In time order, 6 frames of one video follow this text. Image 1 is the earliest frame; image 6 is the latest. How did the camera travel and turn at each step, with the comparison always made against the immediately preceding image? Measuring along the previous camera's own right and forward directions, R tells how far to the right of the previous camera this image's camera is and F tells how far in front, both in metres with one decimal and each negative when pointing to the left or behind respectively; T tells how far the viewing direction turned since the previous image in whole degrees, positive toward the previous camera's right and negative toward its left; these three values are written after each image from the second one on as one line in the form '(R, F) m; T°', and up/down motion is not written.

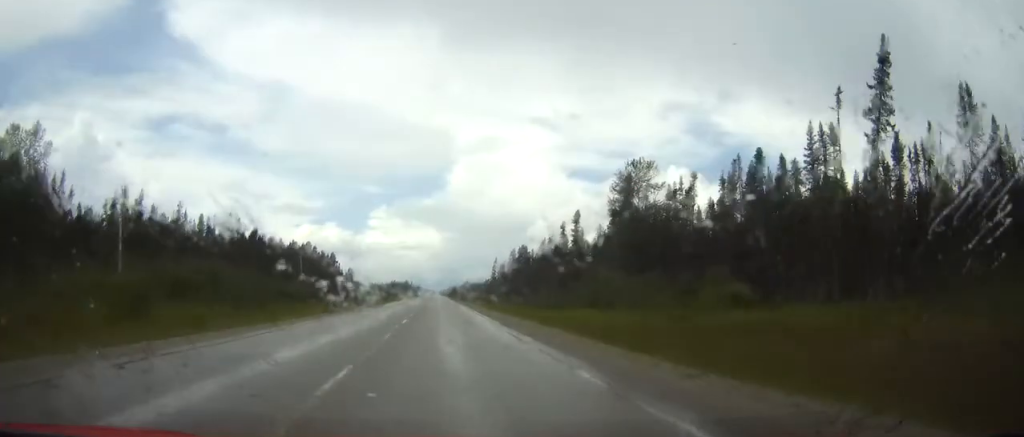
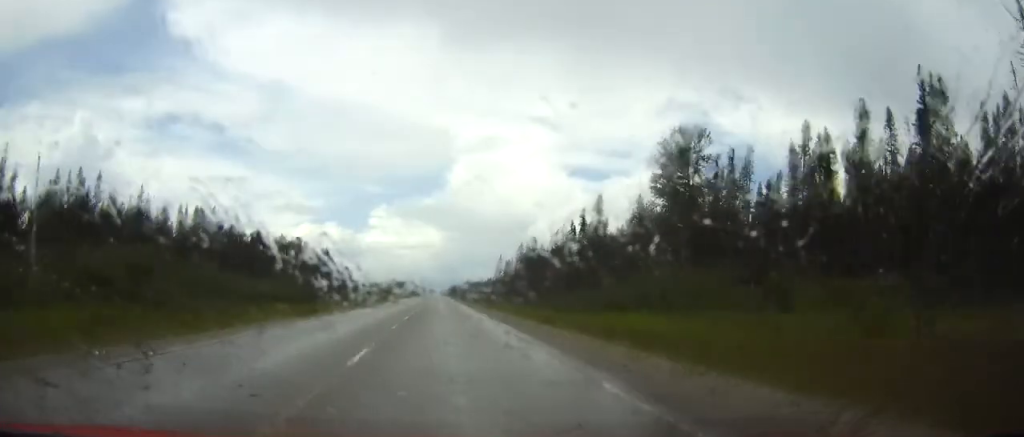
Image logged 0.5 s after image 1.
(-0.1, +15.8) m; 0°
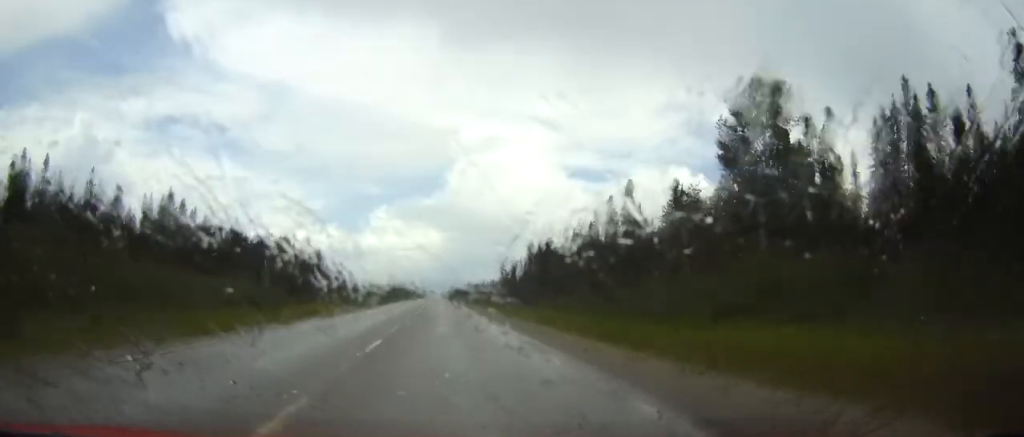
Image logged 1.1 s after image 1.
(-0.1, +15.7) m; 0°
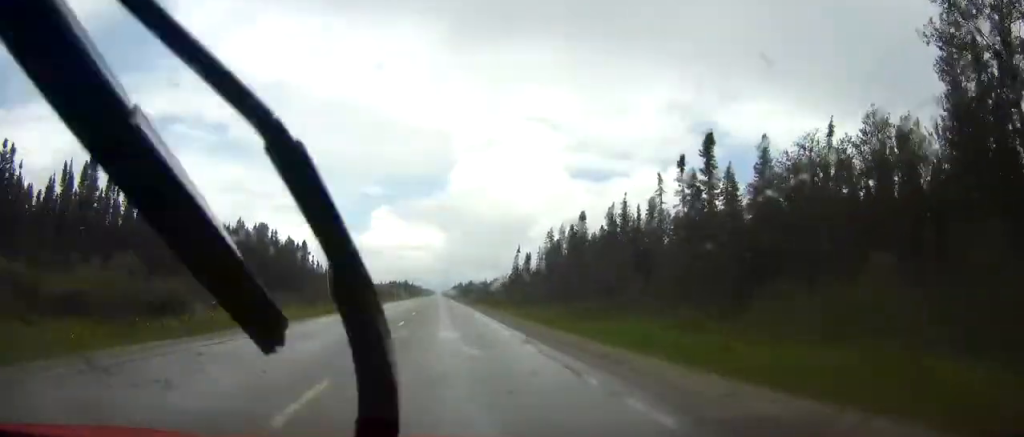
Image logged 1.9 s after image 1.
(0.0, +25.5) m; 0°
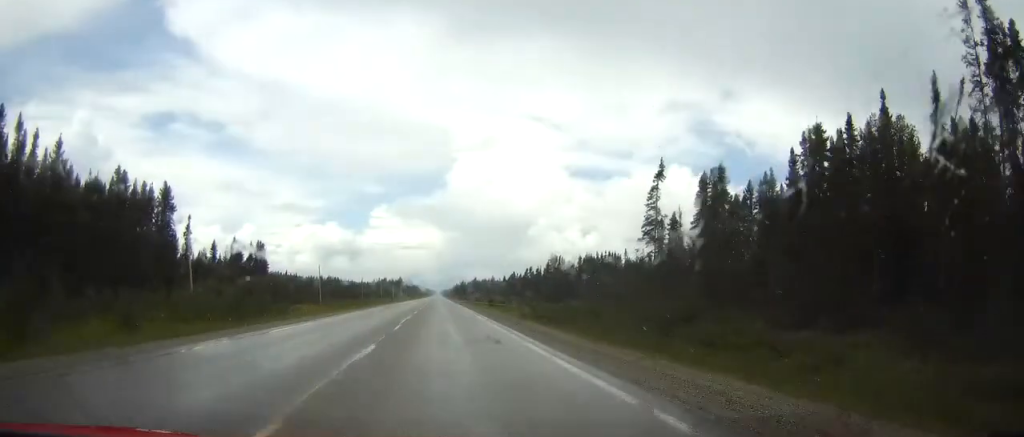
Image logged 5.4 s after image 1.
(0.0, +102.9) m; 0°
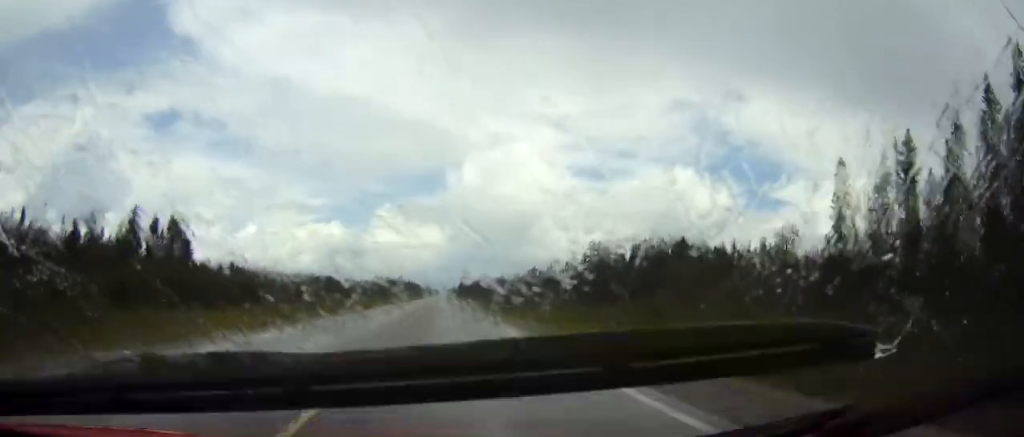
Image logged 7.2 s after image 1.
(-0.2, +53.1) m; 0°
